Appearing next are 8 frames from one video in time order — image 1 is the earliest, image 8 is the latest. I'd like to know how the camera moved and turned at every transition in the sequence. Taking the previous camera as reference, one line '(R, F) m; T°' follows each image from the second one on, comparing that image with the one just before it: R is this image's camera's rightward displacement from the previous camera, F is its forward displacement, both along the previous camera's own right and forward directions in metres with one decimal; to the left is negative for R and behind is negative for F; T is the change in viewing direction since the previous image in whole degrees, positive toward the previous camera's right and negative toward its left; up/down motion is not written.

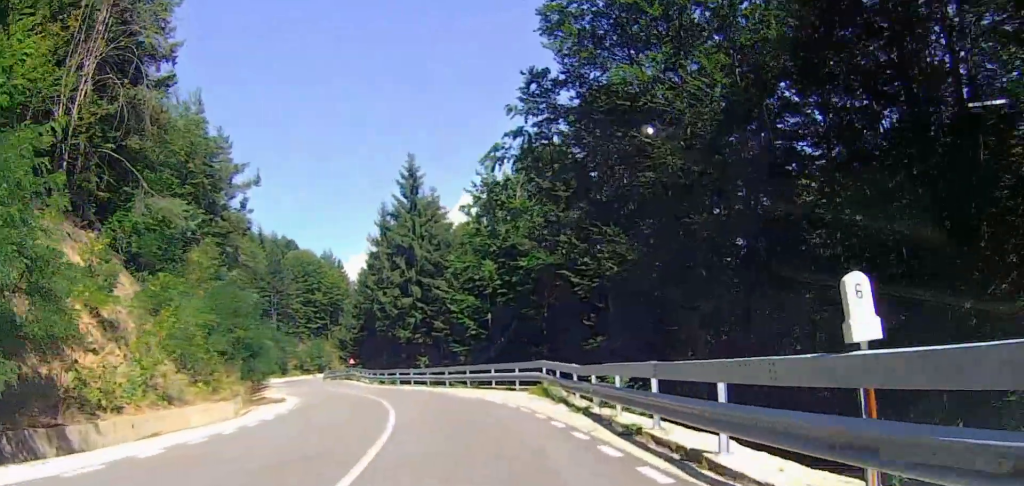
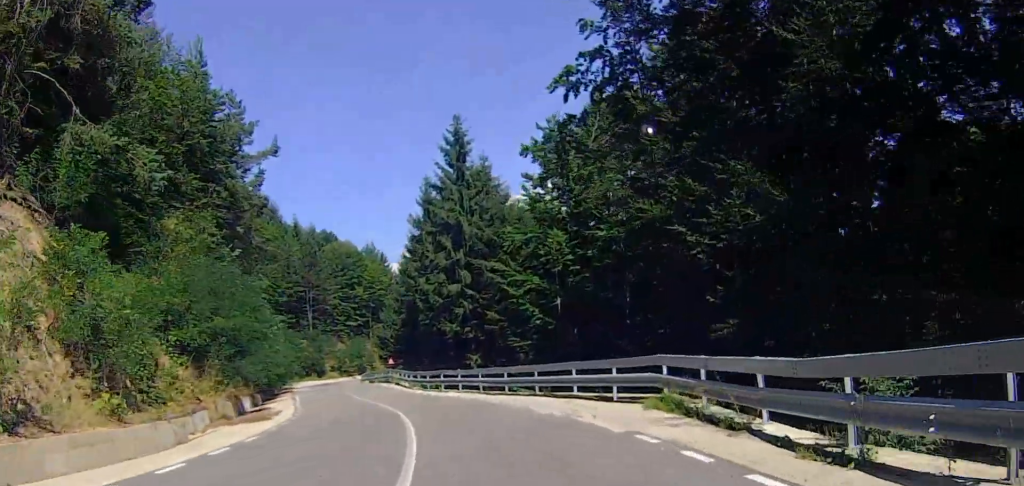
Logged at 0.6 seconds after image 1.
(-0.3, +8.9) m; -4°
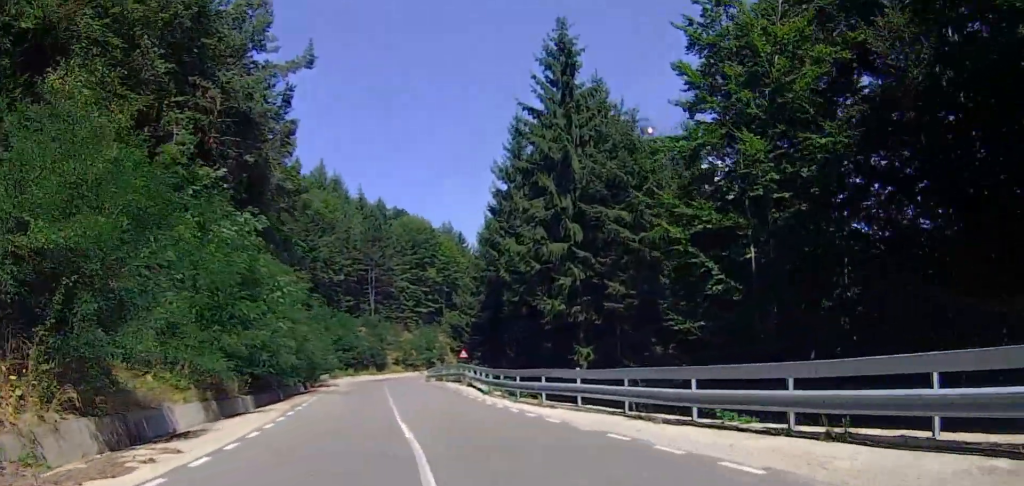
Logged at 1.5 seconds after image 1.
(-0.8, +14.6) m; -6°
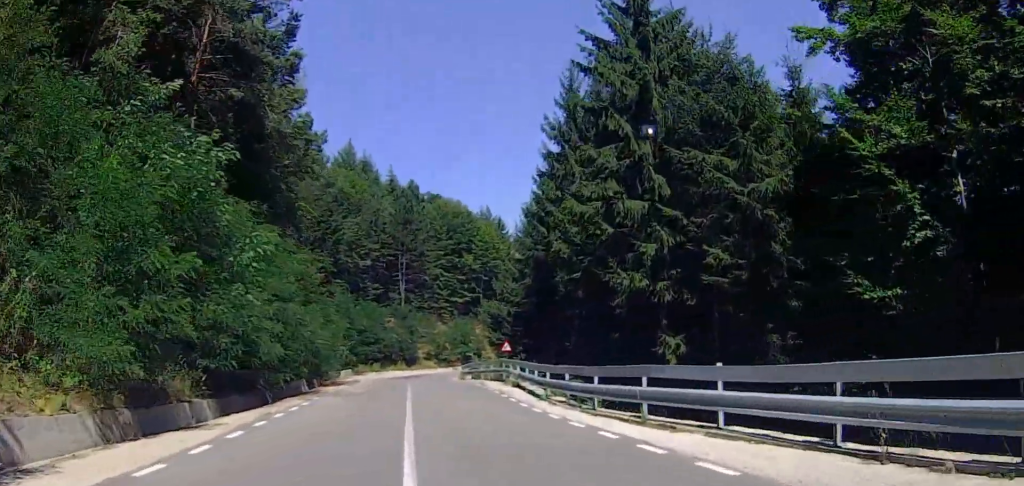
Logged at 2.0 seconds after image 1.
(-0.4, +7.8) m; -2°
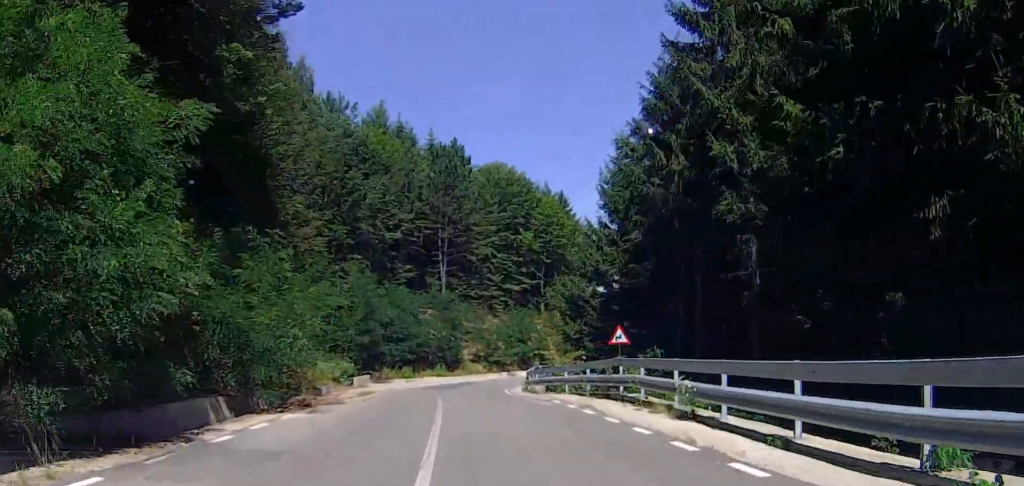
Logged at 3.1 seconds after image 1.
(-0.1, +17.1) m; -3°
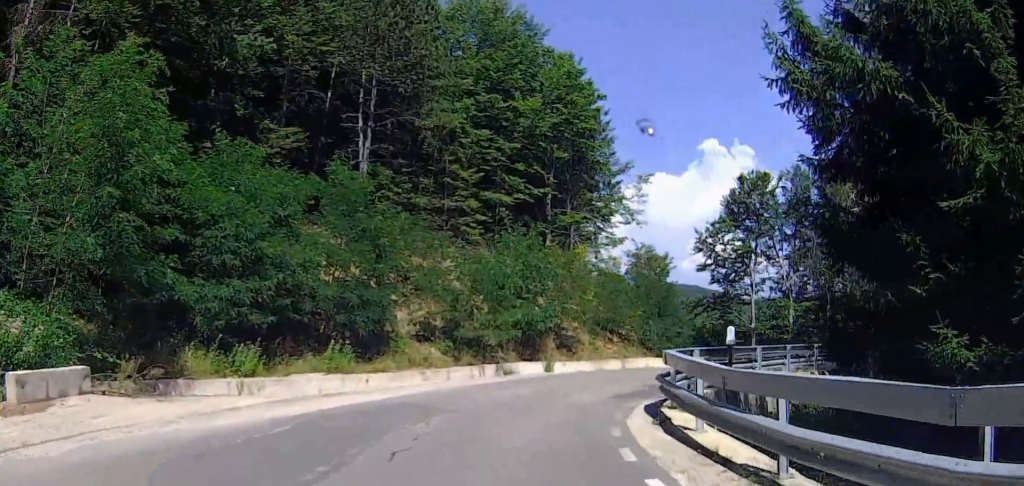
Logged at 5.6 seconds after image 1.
(+1.3, +32.1) m; +5°
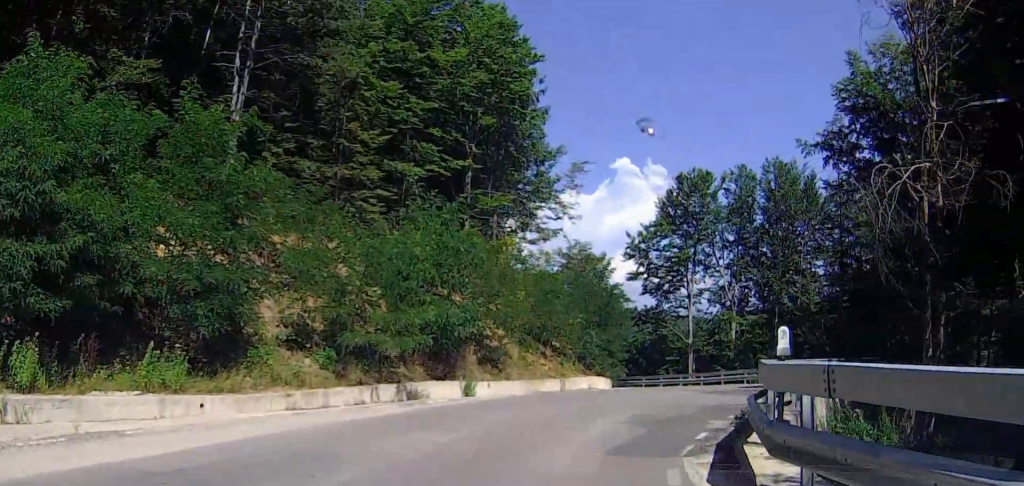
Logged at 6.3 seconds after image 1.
(-0.2, +8.1) m; +3°
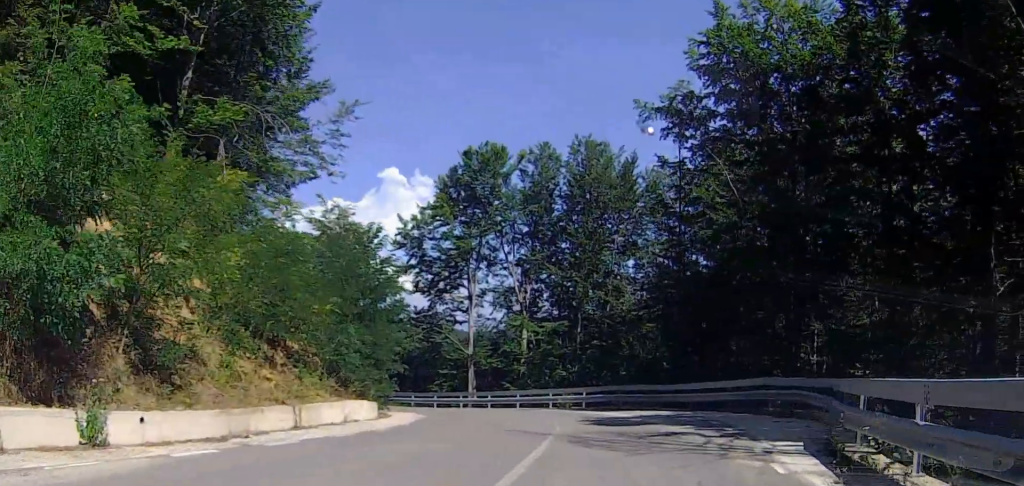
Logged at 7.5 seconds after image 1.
(+1.5, +11.6) m; +18°
